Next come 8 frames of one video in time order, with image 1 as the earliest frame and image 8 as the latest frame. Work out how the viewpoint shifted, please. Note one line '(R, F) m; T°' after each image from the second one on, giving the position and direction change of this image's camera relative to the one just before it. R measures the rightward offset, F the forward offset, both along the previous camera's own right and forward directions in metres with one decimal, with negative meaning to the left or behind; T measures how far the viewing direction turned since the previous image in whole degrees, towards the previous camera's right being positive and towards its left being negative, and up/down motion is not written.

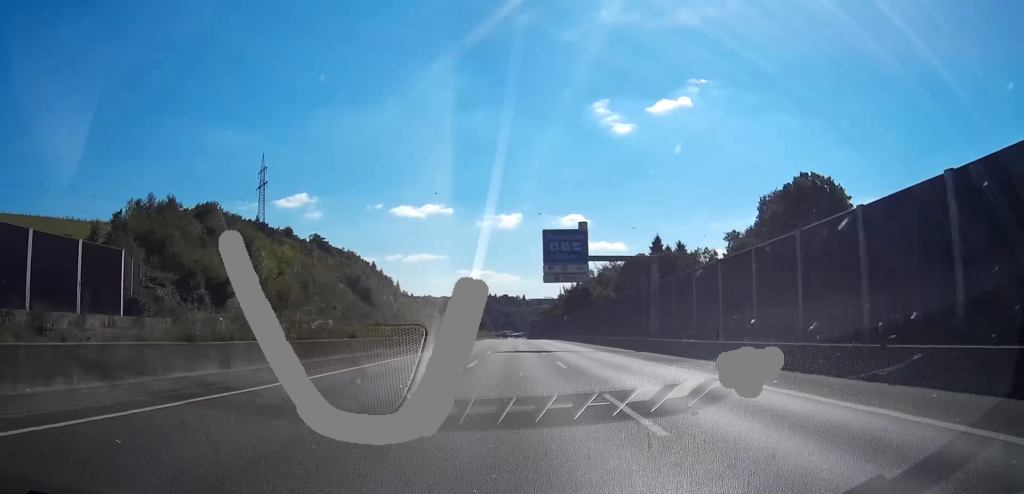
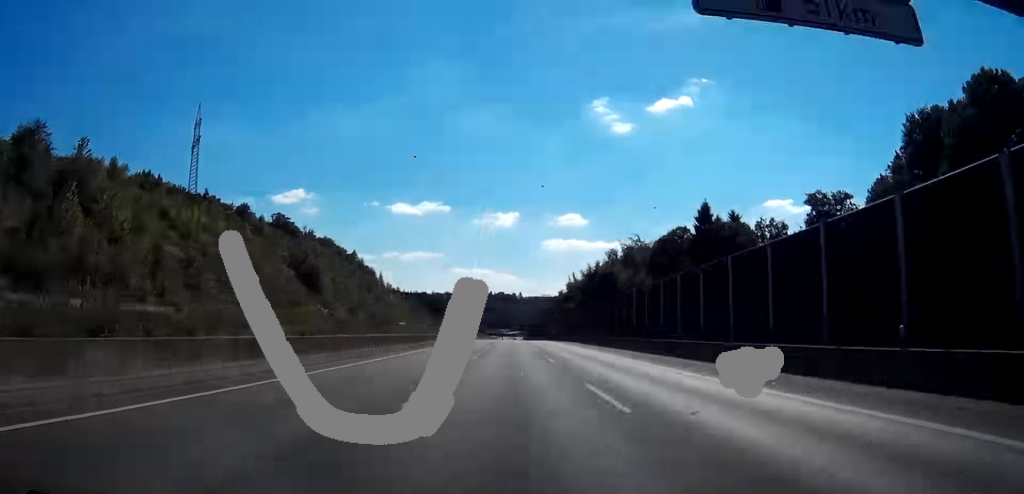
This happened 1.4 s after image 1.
(0.0, +50.7) m; 0°
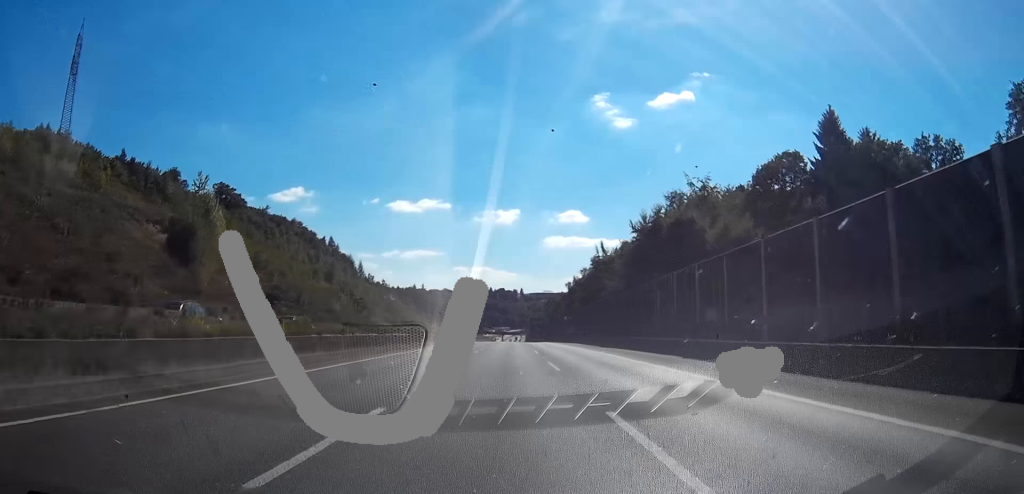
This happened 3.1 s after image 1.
(-0.2, +60.3) m; 0°
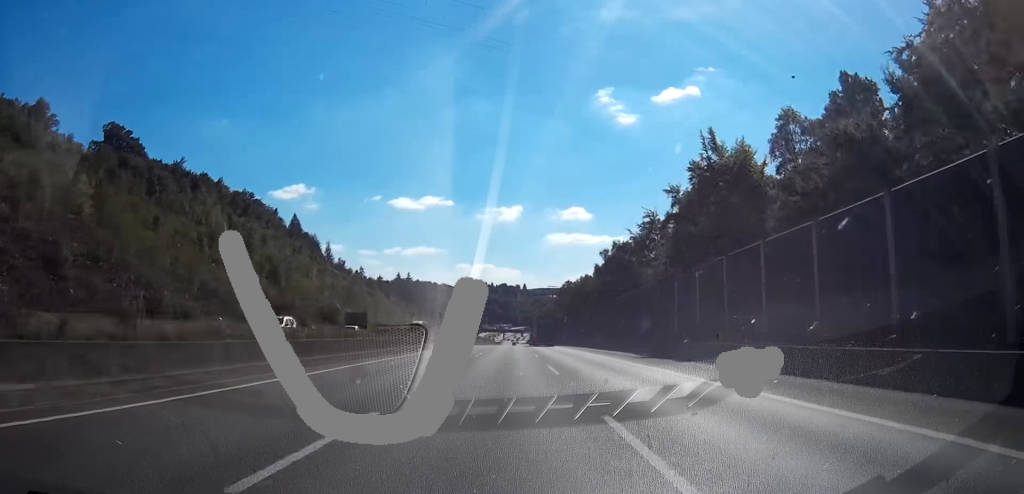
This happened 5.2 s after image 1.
(+0.1, +72.5) m; 0°
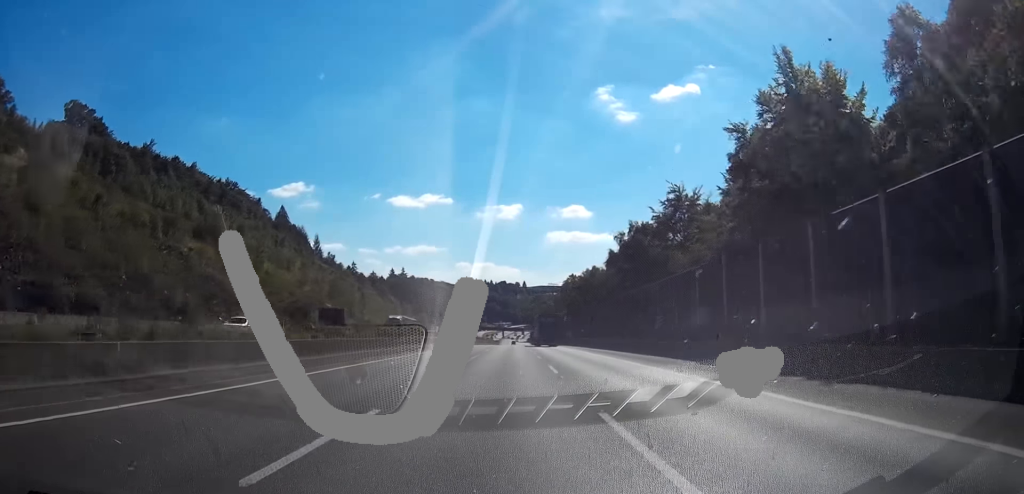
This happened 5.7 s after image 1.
(0.0, +17.9) m; 0°
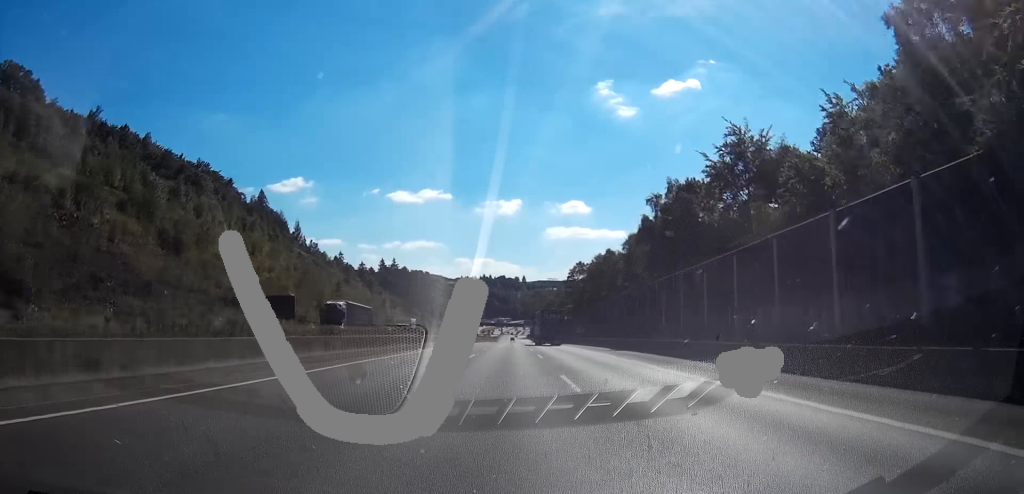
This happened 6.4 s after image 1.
(0.0, +26.3) m; 0°
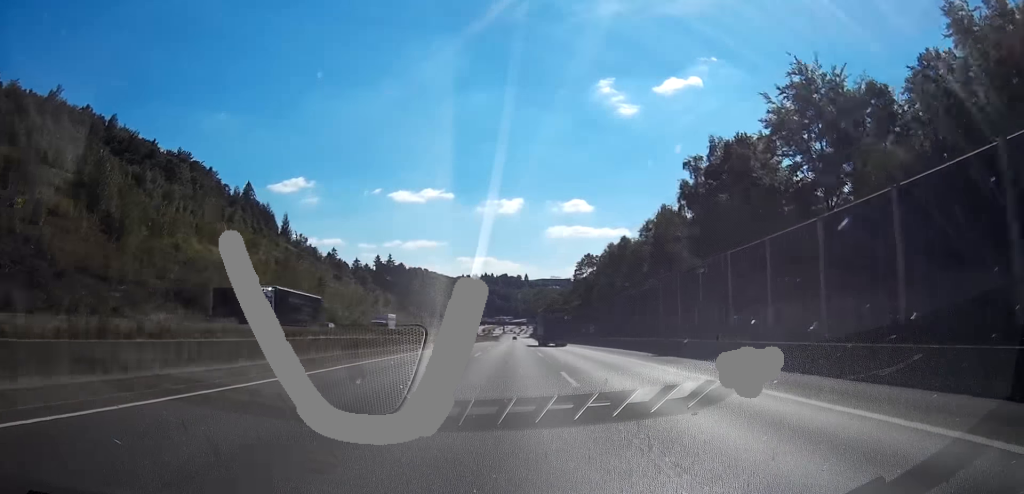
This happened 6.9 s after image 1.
(-0.1, +16.8) m; 0°
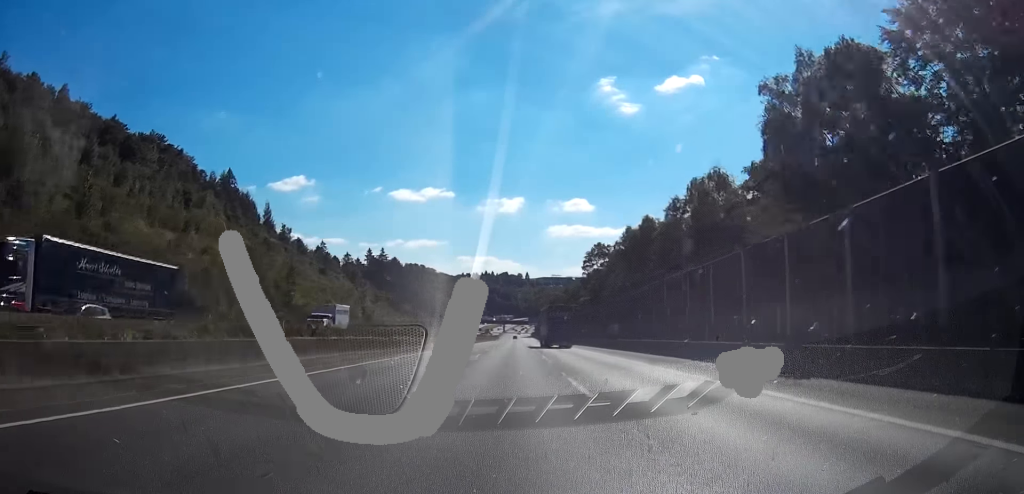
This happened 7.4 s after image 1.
(0.0, +20.5) m; -1°
